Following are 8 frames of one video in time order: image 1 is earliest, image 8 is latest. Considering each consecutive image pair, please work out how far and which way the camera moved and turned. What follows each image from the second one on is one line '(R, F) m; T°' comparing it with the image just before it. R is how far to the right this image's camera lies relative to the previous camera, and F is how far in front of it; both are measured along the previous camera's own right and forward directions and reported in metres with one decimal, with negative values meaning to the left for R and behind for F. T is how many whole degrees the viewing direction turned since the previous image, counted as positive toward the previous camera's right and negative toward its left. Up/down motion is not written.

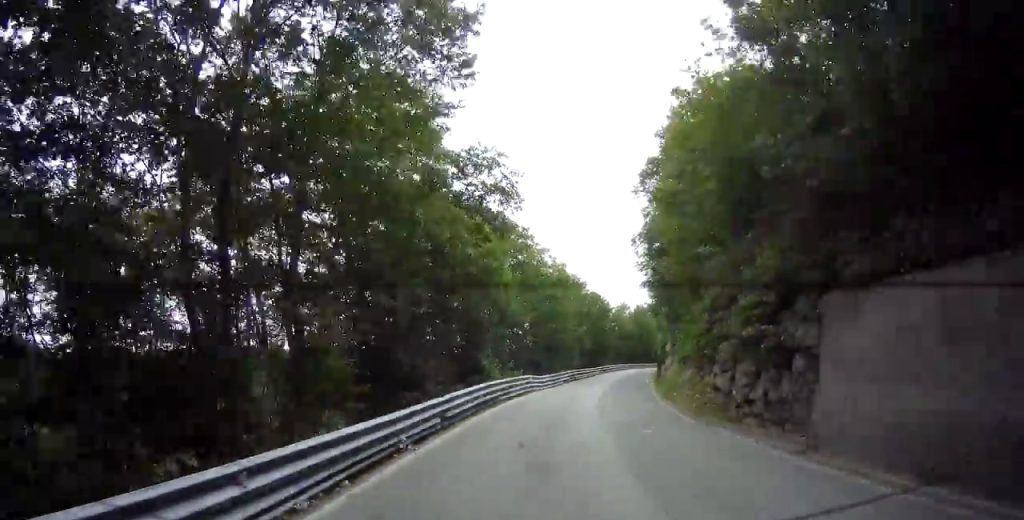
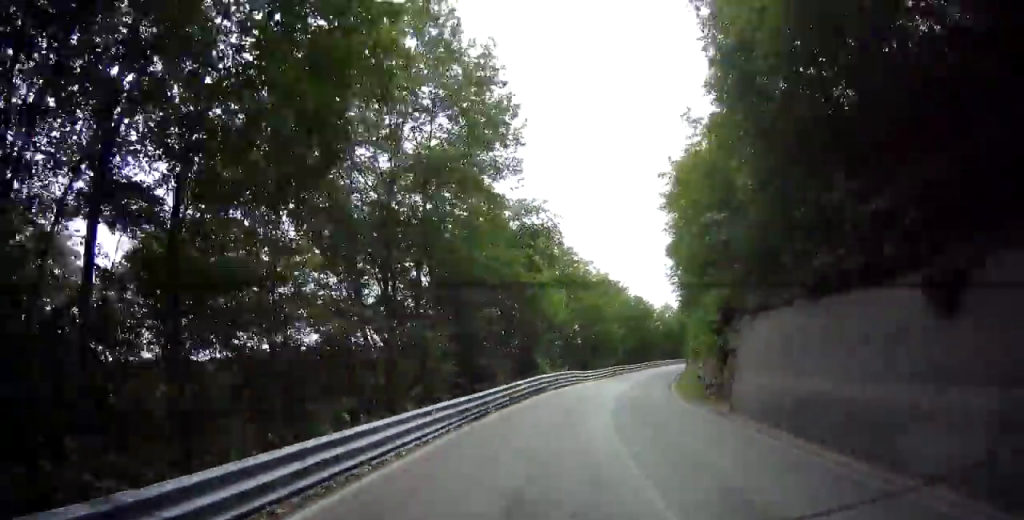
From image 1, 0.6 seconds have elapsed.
(-0.4, +8.2) m; -5°
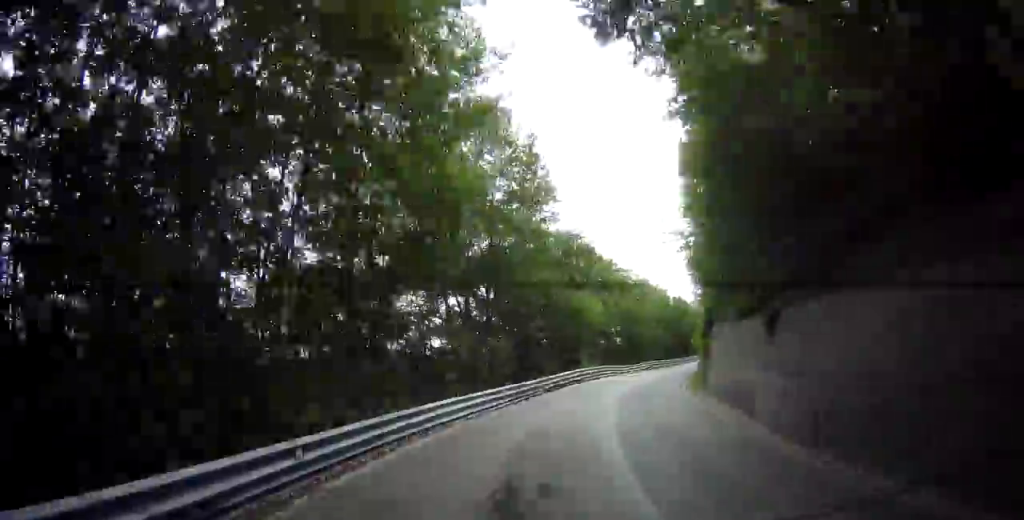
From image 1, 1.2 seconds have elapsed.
(-0.2, +7.5) m; -3°
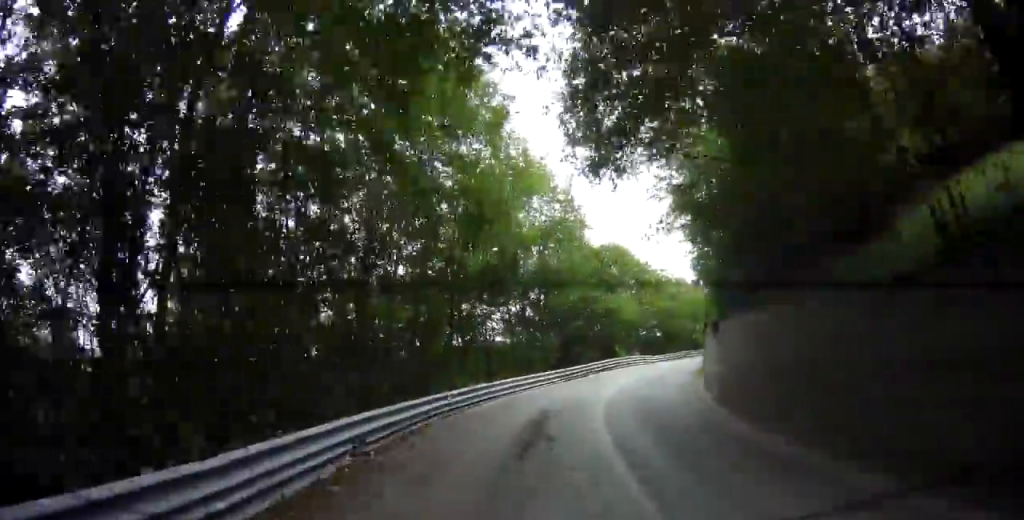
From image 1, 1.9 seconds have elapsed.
(-0.3, +7.7) m; -5°
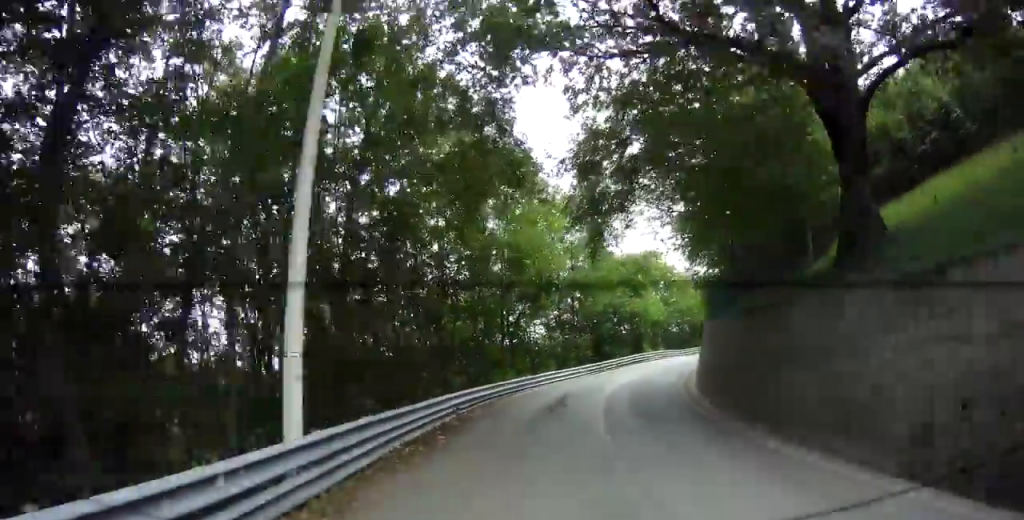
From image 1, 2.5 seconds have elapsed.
(0.0, +6.6) m; -6°
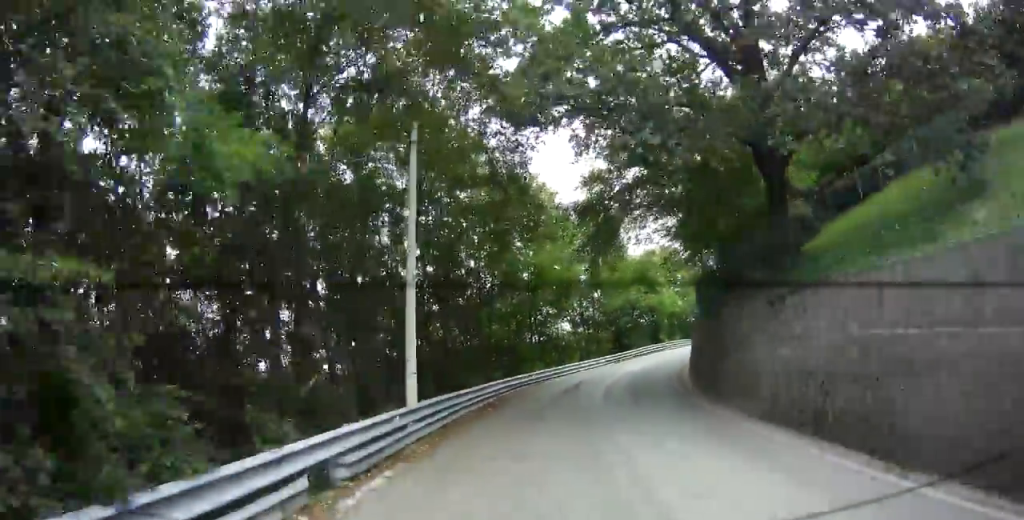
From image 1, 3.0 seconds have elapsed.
(-0.5, +4.8) m; -8°
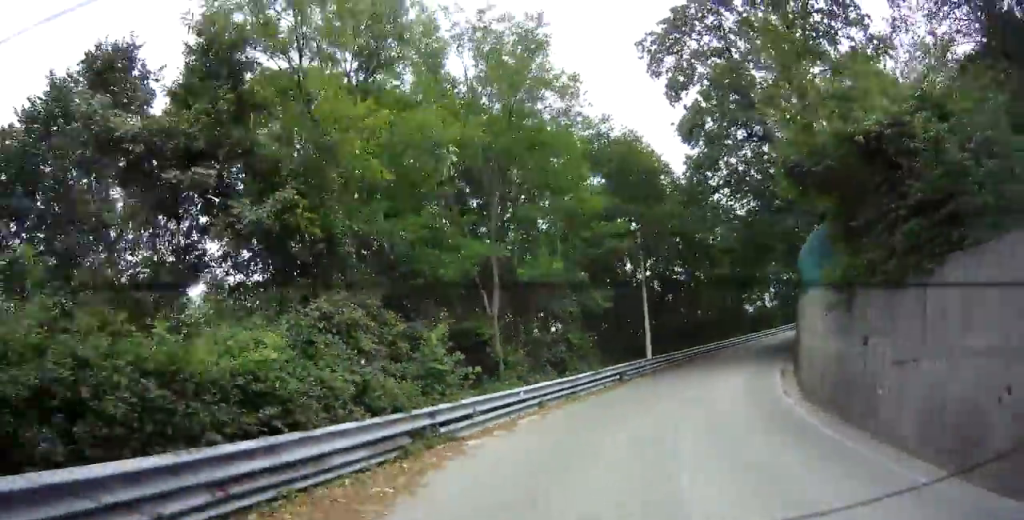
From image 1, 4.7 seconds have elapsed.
(-3.7, +15.4) m; -26°
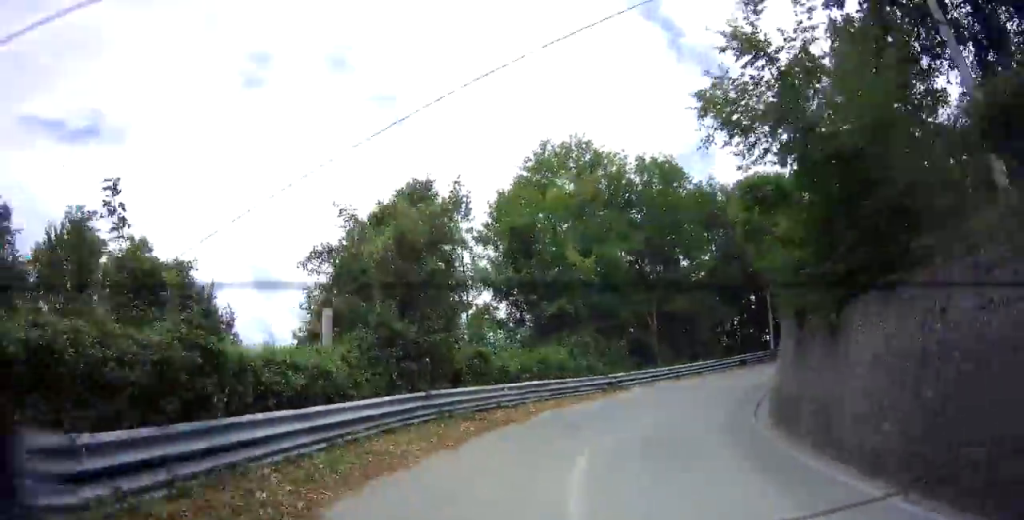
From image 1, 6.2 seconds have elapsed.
(-1.9, +13.0) m; -11°
